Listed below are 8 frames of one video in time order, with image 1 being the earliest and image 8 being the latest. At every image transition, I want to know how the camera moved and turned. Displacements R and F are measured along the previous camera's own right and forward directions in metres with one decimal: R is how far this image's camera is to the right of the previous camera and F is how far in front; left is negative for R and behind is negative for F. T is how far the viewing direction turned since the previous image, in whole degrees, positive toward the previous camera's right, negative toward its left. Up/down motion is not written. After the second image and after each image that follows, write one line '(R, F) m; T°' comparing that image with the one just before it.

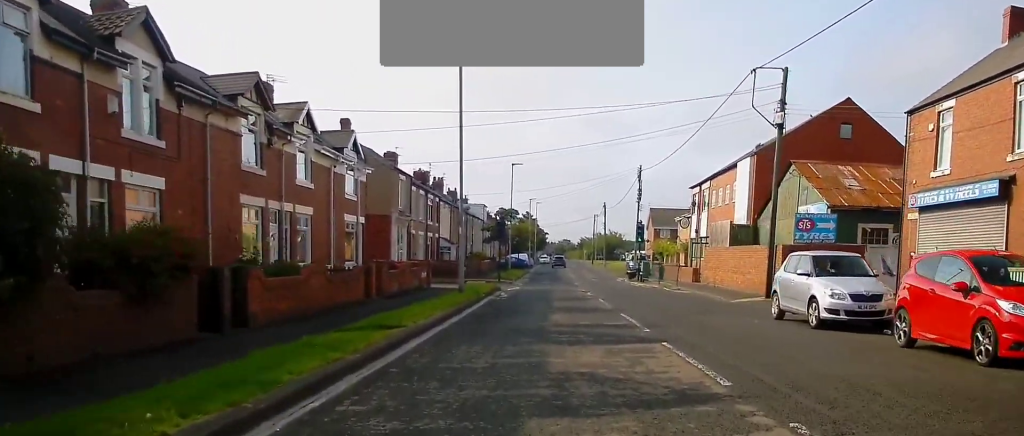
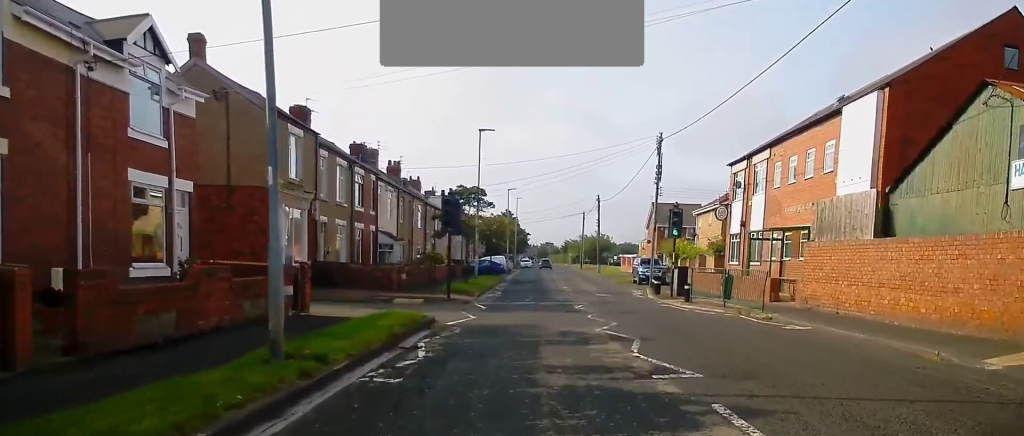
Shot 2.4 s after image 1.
(+0.7, +16.7) m; +5°
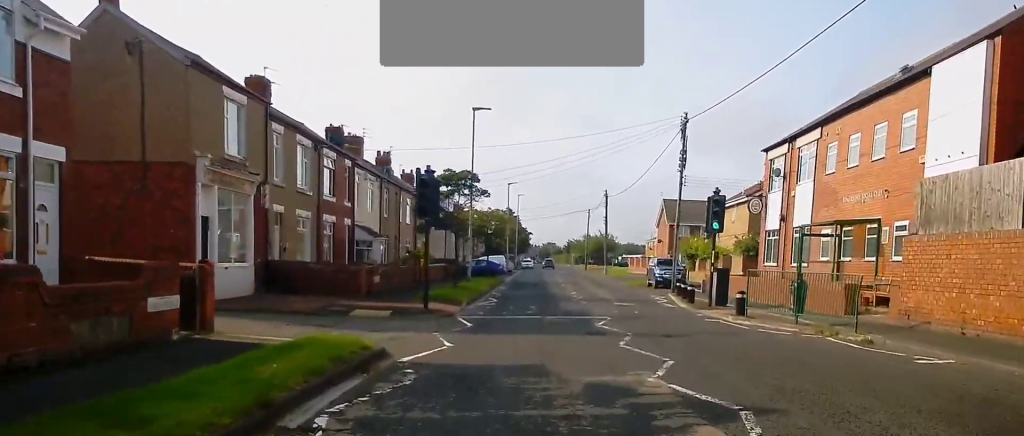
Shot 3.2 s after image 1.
(0.0, +5.7) m; 0°
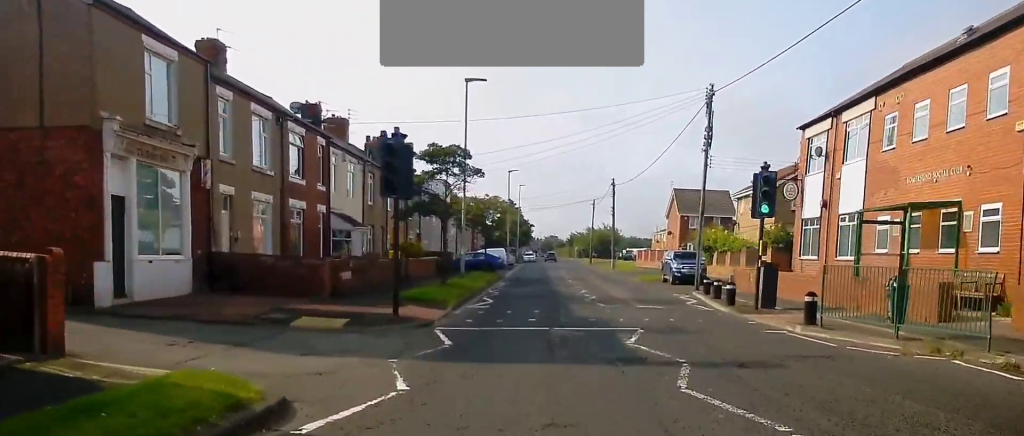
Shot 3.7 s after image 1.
(0.0, +4.6) m; 0°
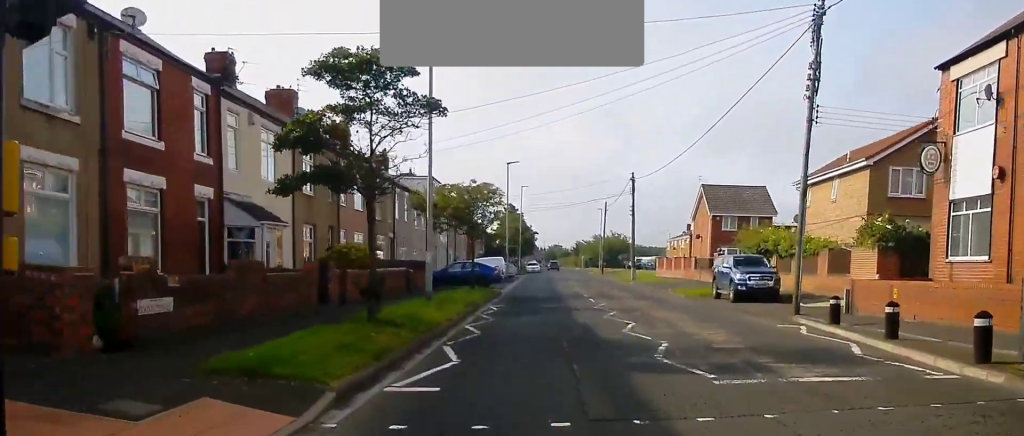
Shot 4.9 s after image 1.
(0.0, +11.2) m; -1°
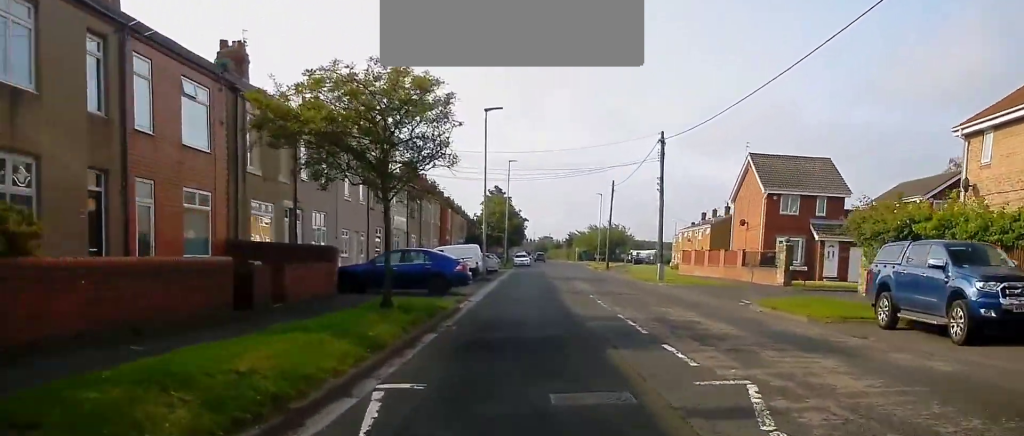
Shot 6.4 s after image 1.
(-0.3, +16.4) m; 0°
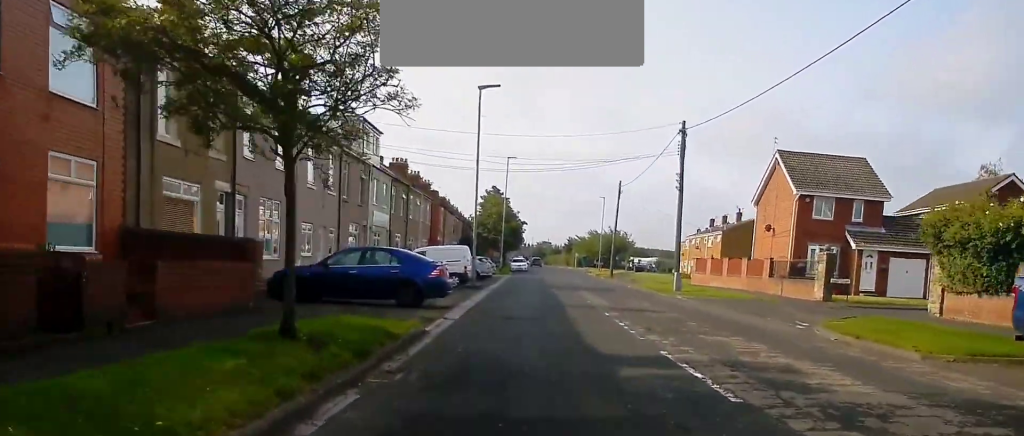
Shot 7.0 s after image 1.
(+0.1, +5.9) m; +1°
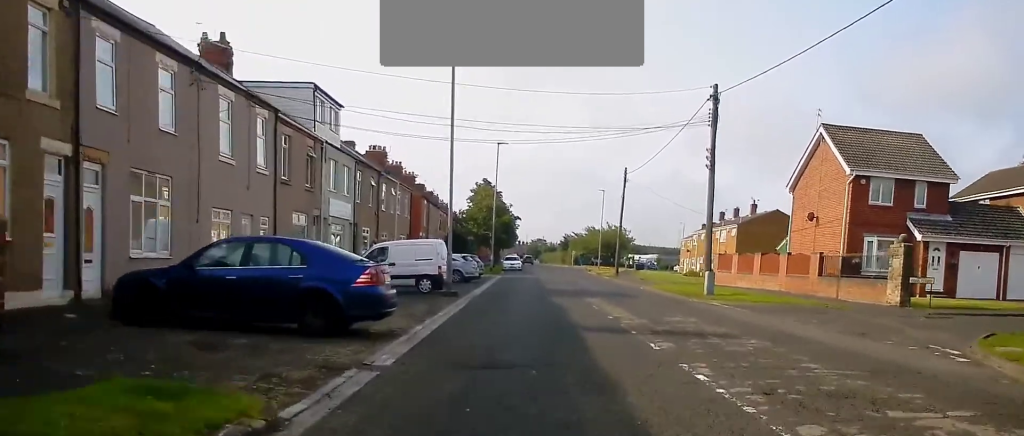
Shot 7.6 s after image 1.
(+0.1, +7.8) m; 0°
